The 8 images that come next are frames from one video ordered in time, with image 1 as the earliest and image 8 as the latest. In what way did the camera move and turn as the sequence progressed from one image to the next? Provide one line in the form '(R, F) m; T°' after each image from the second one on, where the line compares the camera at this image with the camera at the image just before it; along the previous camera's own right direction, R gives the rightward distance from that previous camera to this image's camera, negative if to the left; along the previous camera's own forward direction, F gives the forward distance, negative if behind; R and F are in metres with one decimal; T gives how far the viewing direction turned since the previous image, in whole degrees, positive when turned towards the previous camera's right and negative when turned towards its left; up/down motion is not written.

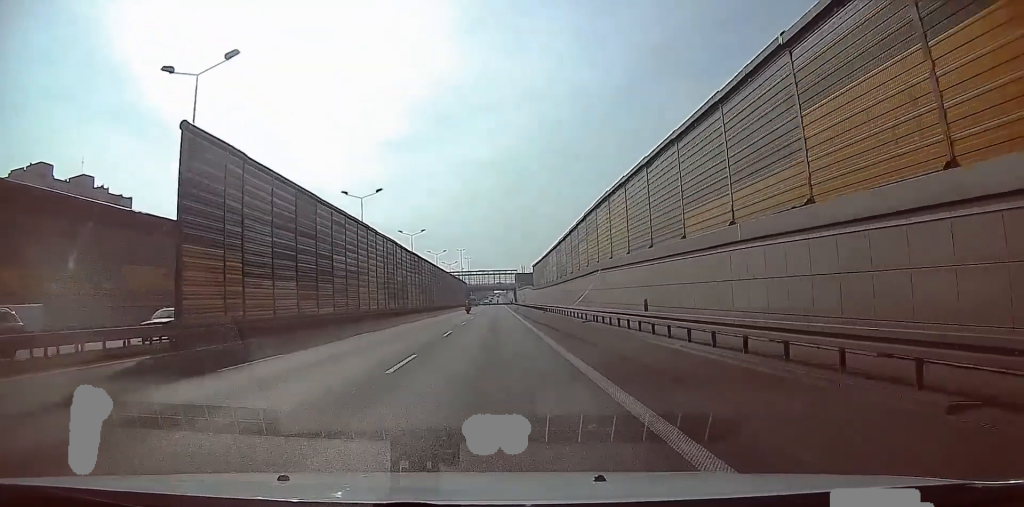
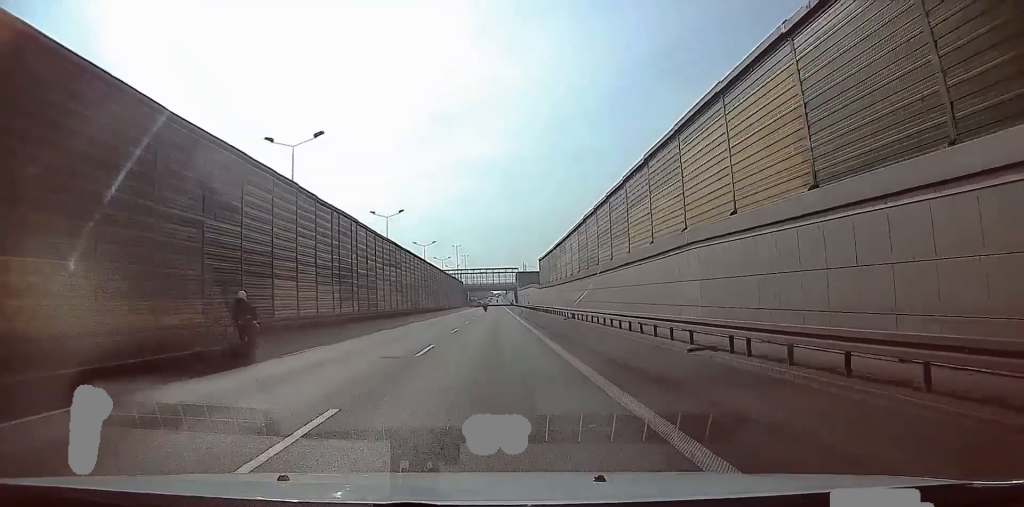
(-0.4, +19.9) m; +1°
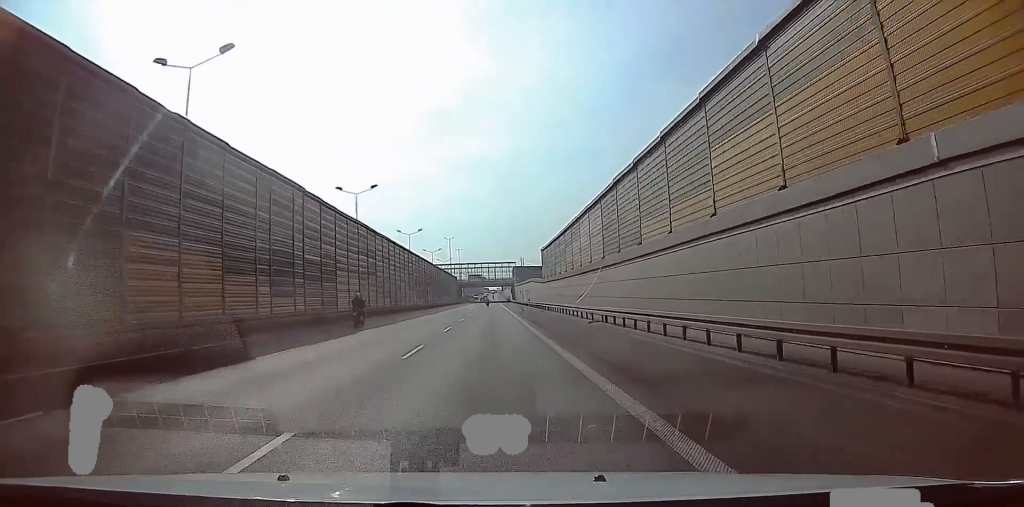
(+0.8, +13.5) m; +1°
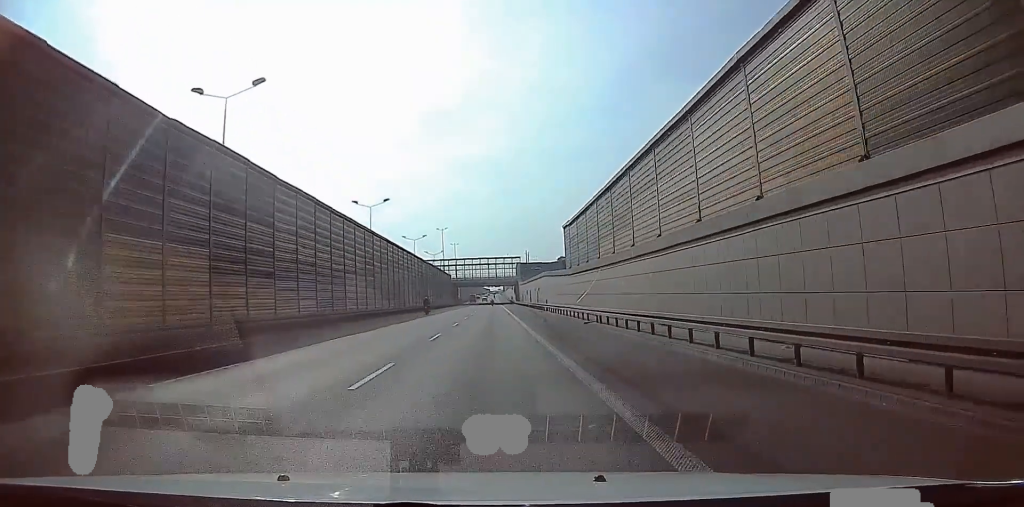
(-0.9, +28.8) m; -2°
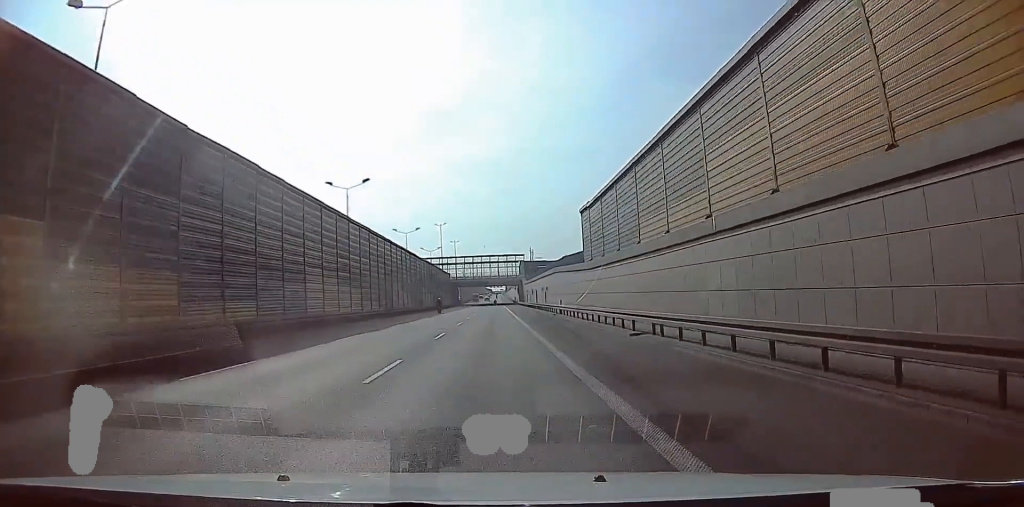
(+0.1, +10.9) m; -1°
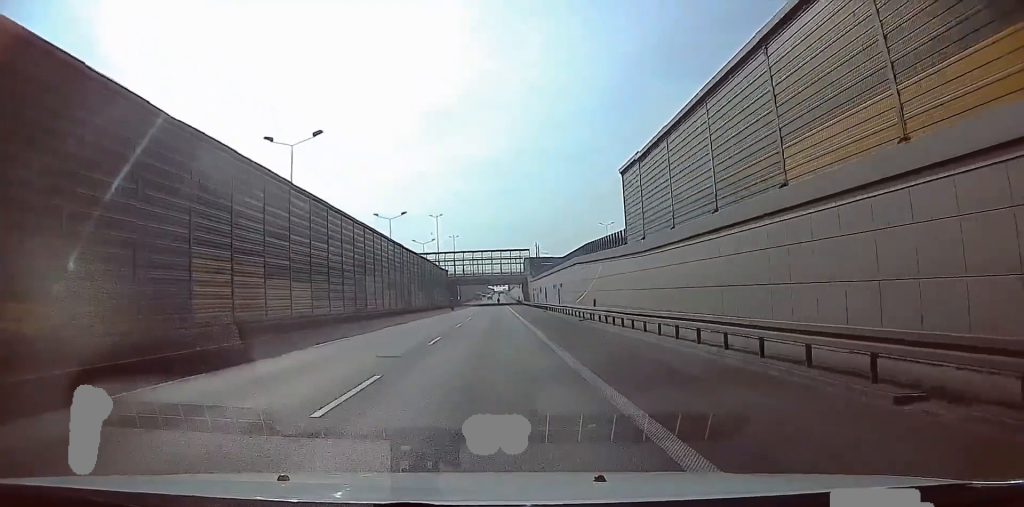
(-0.2, +15.4) m; -1°
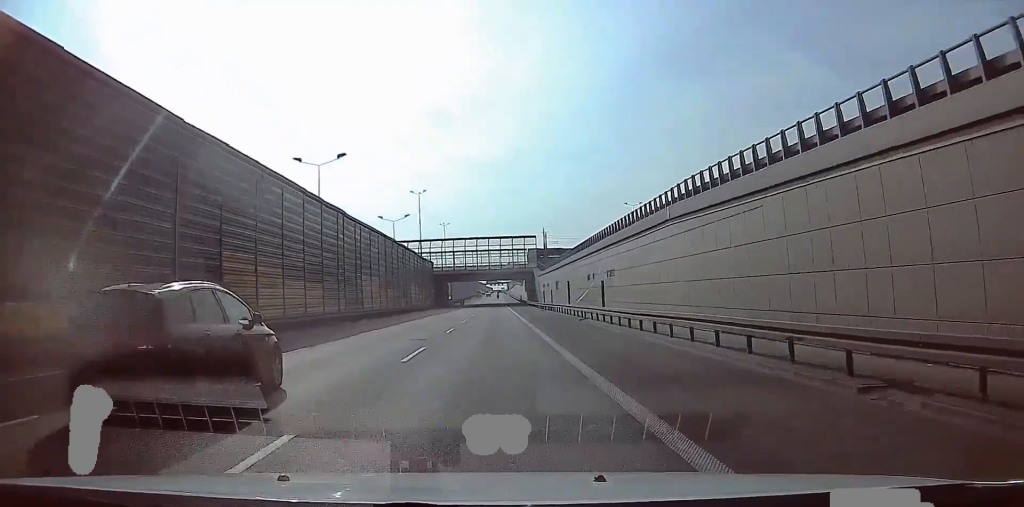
(-0.5, +29.5) m; +2°
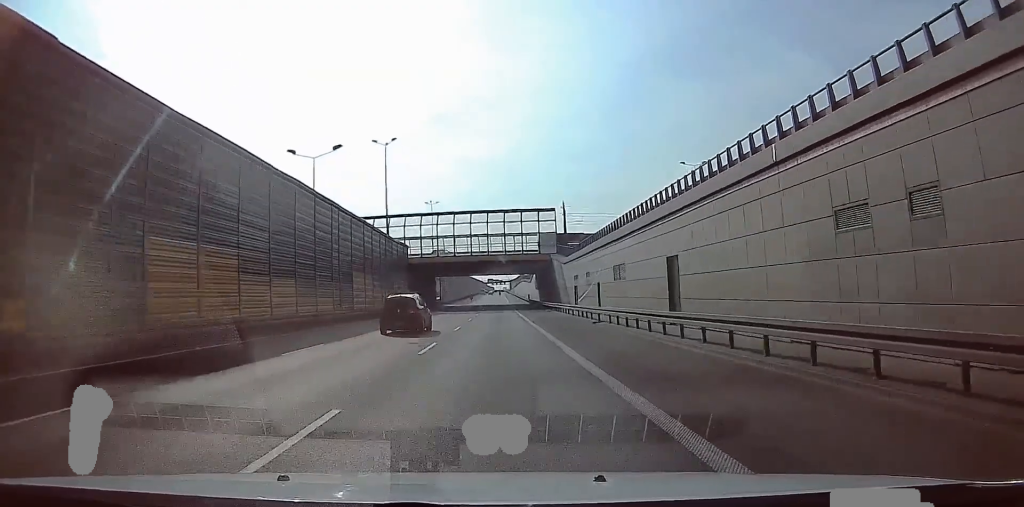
(+1.2, +34.7) m; 0°
